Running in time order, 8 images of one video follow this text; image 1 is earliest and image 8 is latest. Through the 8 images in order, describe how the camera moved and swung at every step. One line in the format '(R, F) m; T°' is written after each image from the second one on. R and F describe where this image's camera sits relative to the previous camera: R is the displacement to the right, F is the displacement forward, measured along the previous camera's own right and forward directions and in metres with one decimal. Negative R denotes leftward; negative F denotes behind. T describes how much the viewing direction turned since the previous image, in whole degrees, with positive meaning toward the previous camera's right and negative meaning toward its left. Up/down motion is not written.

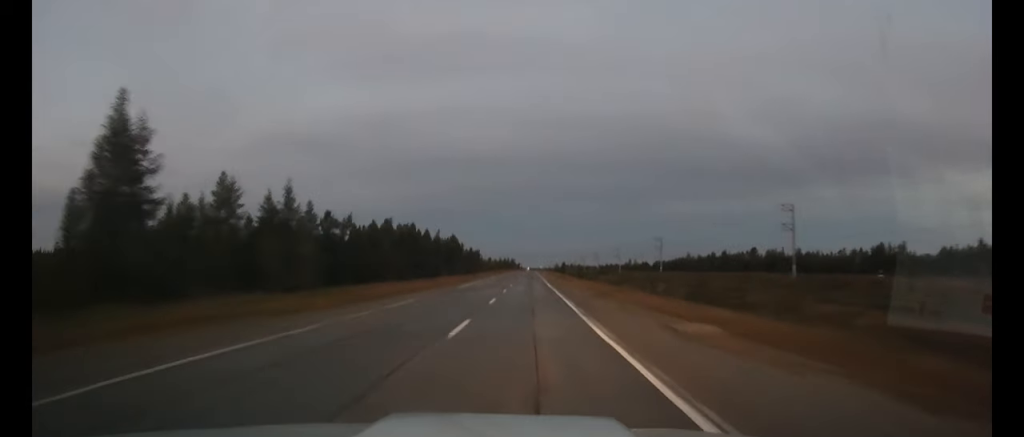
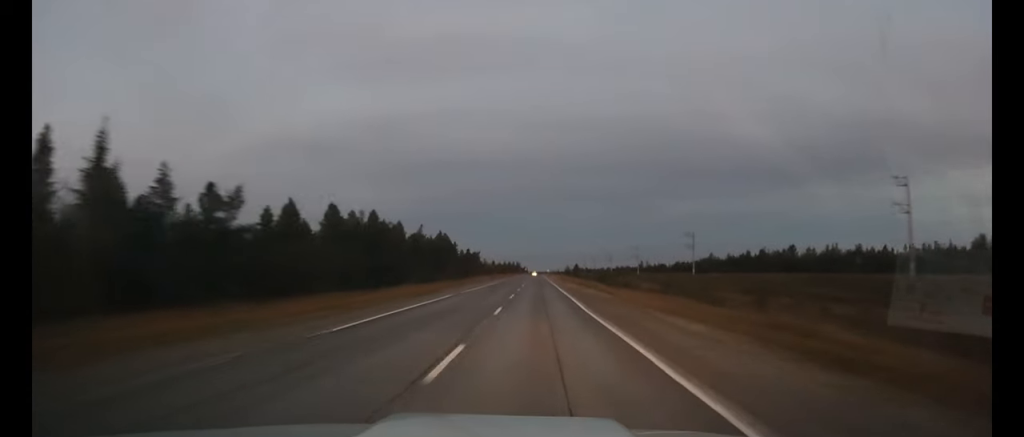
(0.0, +28.9) m; 0°
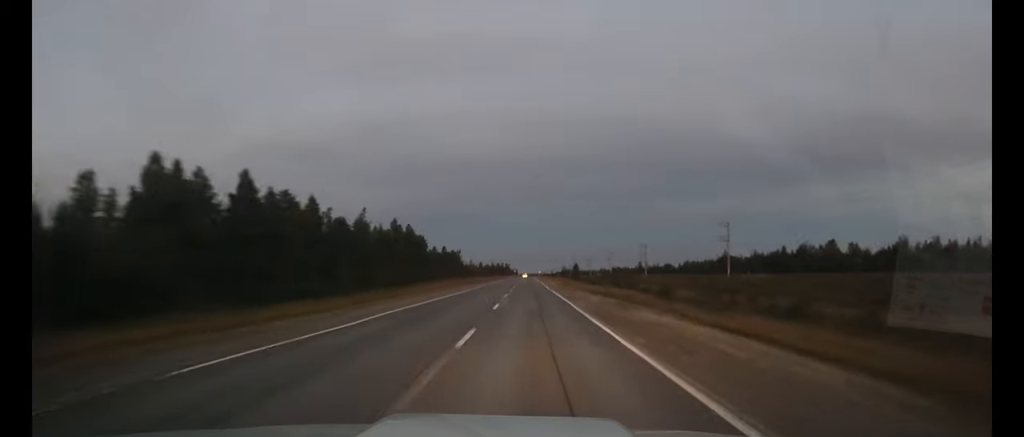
(-0.1, +32.7) m; 0°
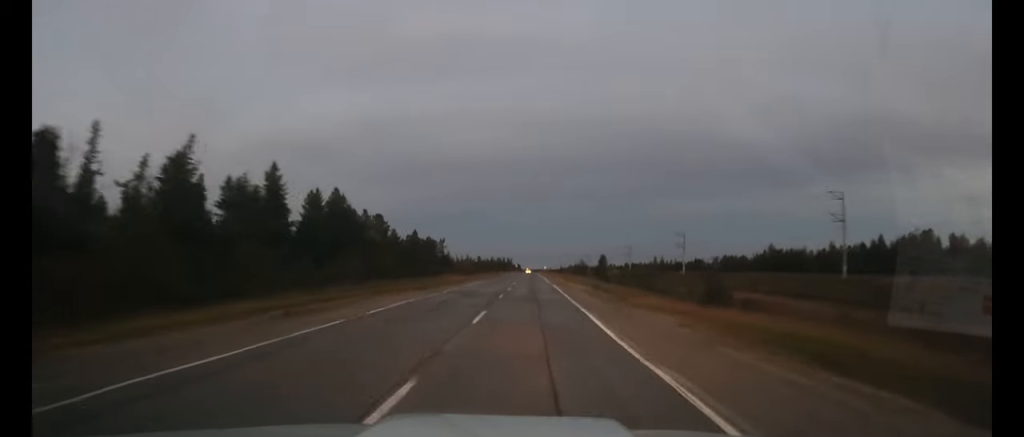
(+0.2, +43.8) m; 0°
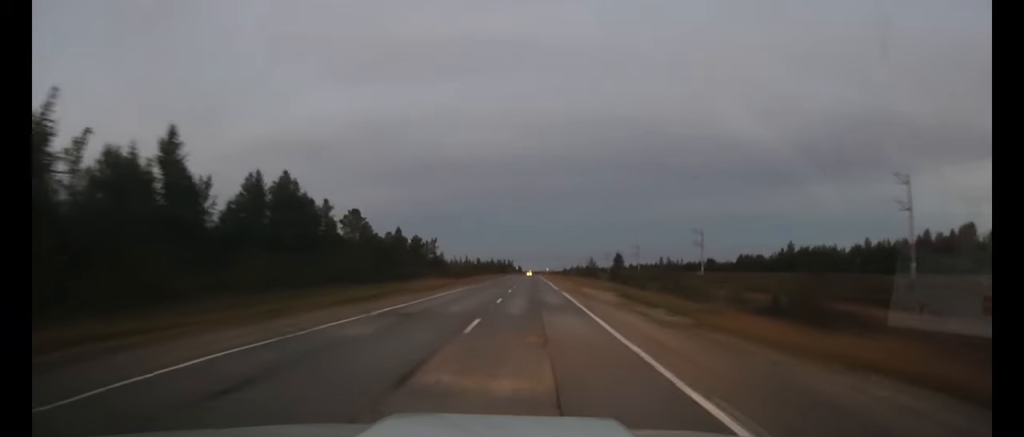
(0.0, +15.1) m; 0°
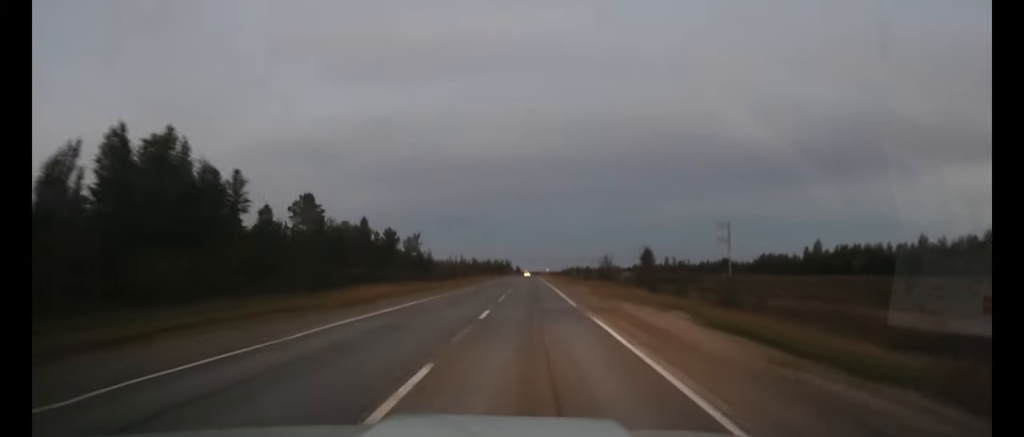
(0.0, +19.7) m; 0°
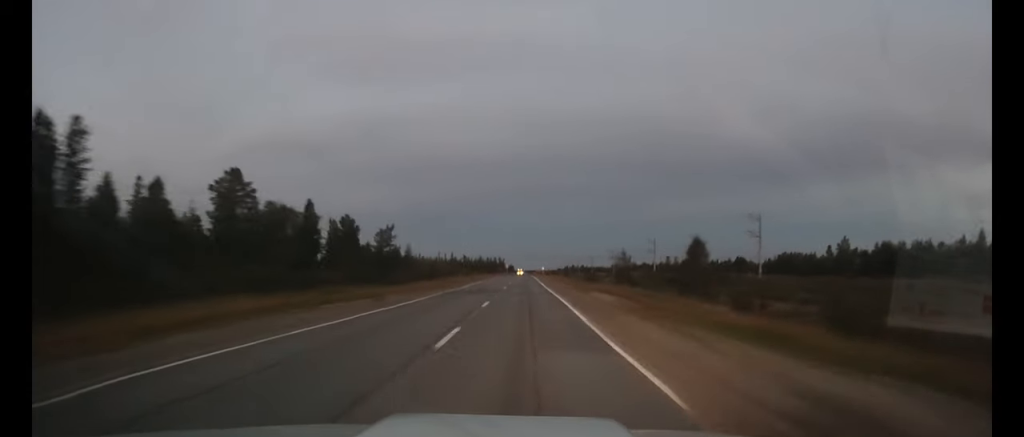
(0.0, +18.6) m; 0°
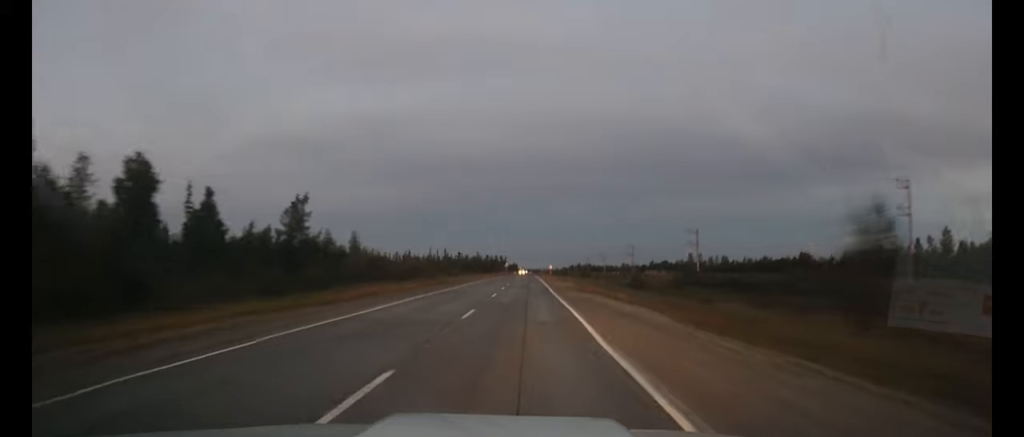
(+0.1, +42.3) m; 0°
